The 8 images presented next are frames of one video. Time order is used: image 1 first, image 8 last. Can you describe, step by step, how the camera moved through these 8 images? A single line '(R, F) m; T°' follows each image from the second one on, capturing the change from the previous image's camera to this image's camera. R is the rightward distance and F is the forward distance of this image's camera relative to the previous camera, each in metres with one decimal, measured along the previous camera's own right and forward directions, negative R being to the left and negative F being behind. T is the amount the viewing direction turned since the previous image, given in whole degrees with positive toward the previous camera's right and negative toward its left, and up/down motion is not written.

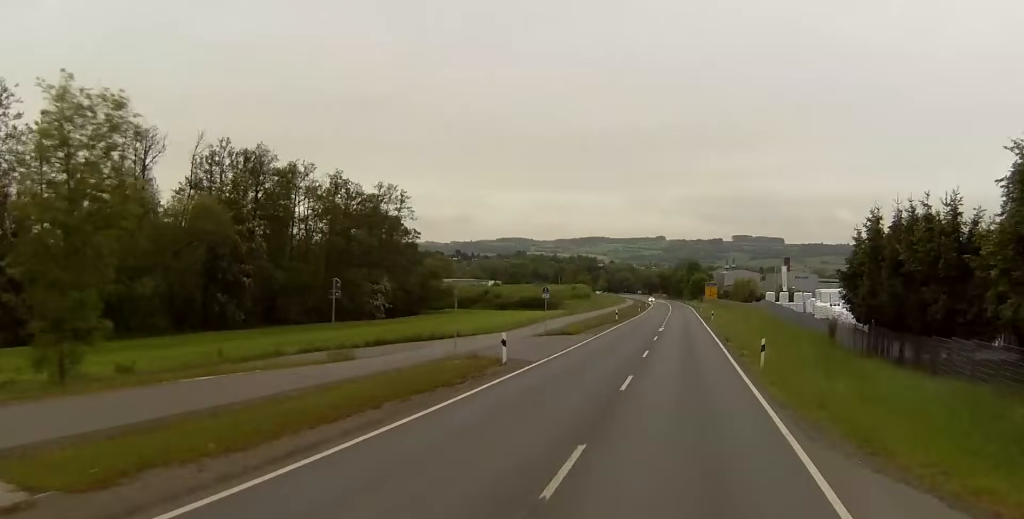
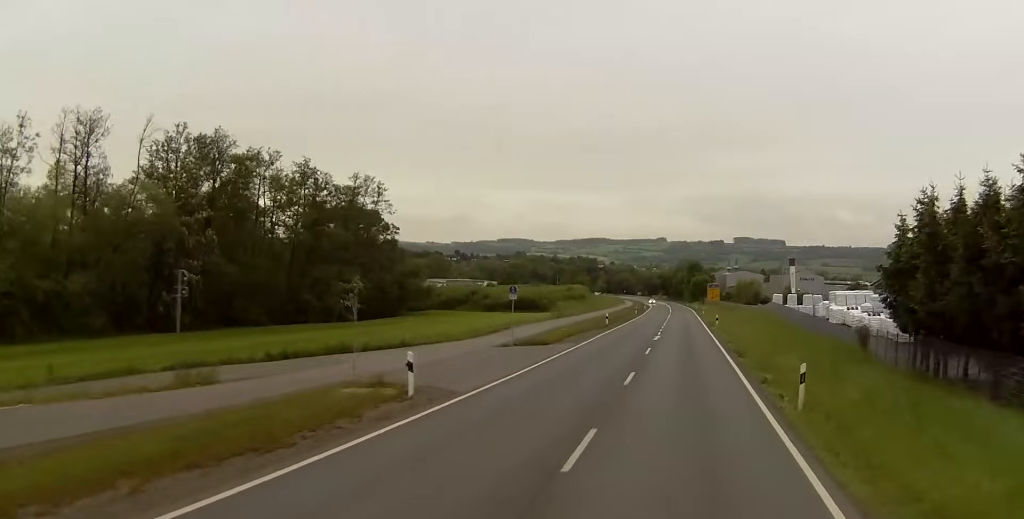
(0.0, +9.8) m; 0°
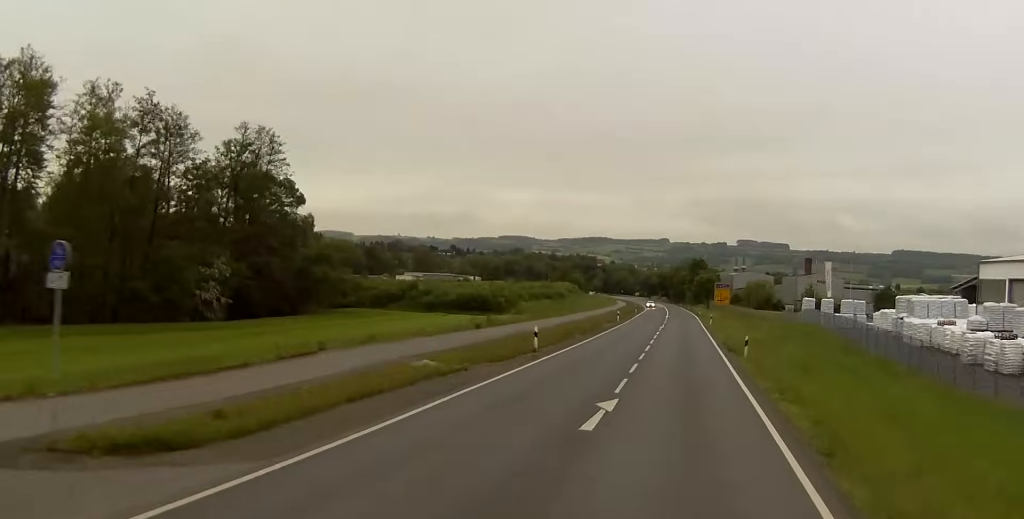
(+0.4, +32.0) m; +1°
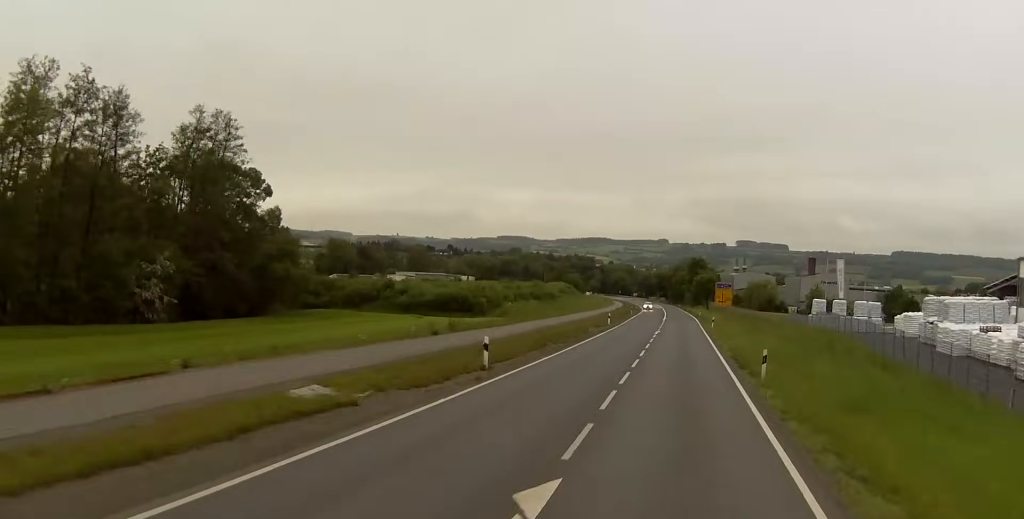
(0.0, +8.7) m; 0°
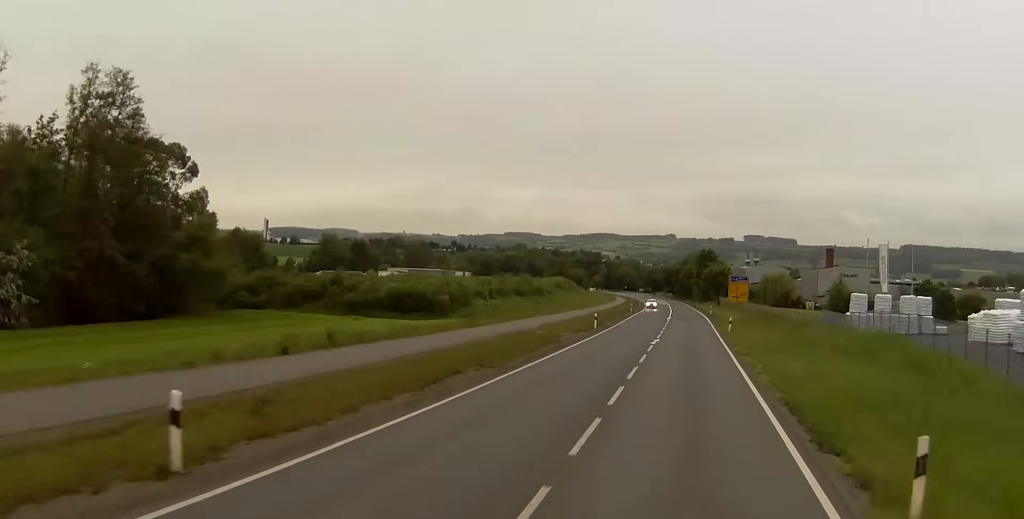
(-0.1, +17.5) m; -1°
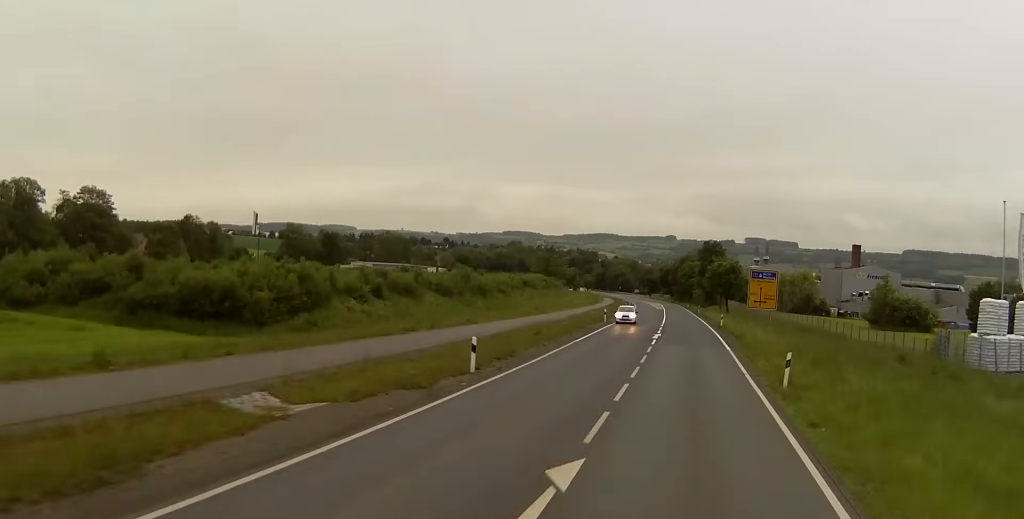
(-0.1, +34.0) m; 0°
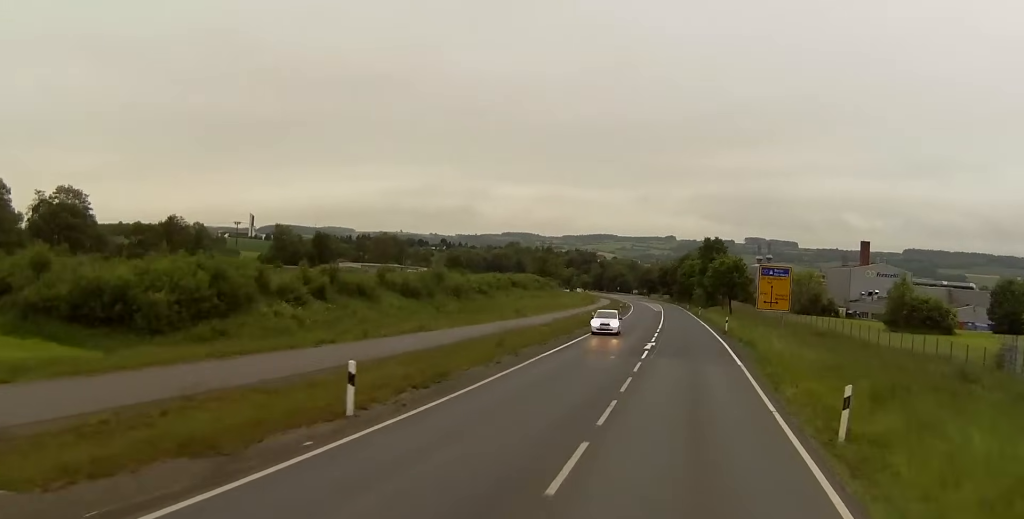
(0.0, +10.0) m; 0°
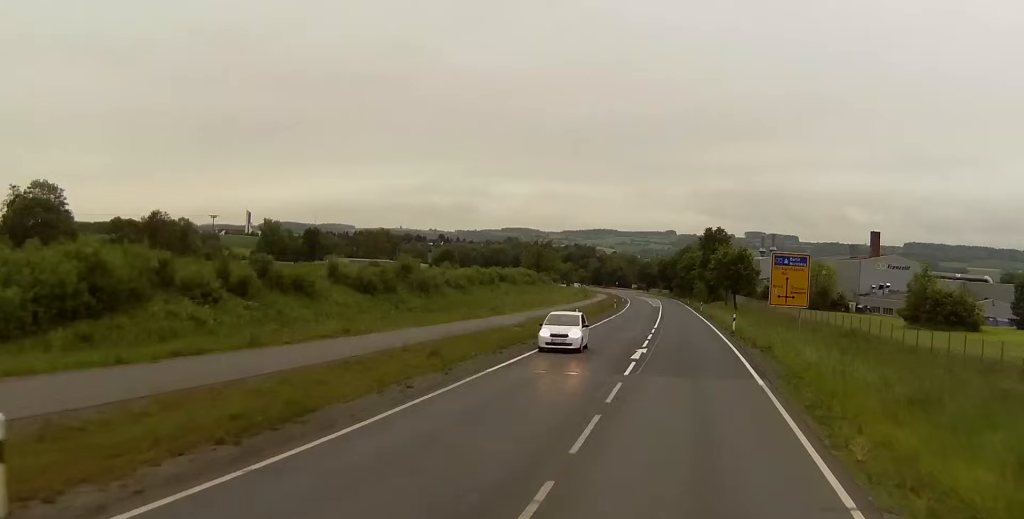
(0.0, +10.0) m; 0°
